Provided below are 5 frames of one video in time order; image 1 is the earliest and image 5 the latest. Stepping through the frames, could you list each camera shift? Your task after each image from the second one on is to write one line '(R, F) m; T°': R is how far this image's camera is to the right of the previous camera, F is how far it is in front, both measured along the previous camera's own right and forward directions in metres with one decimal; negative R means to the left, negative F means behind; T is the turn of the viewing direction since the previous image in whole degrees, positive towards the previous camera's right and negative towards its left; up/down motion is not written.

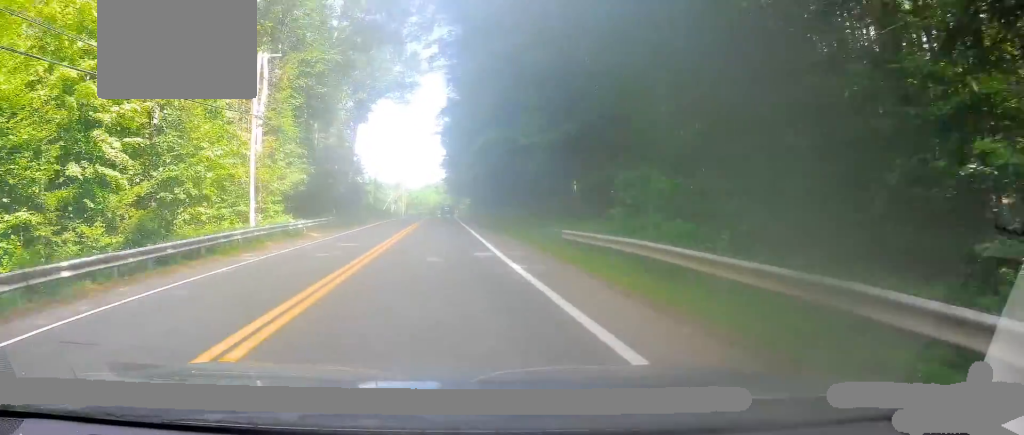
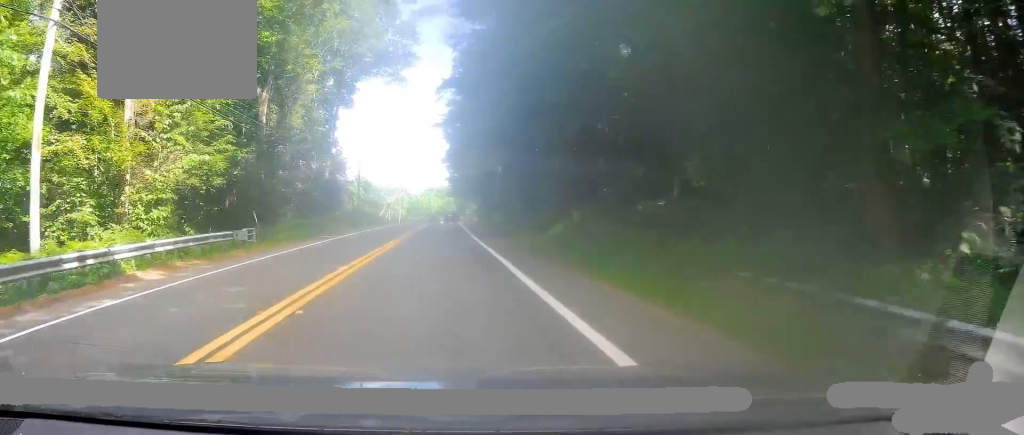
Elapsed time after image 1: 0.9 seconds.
(-0.1, +18.7) m; 0°
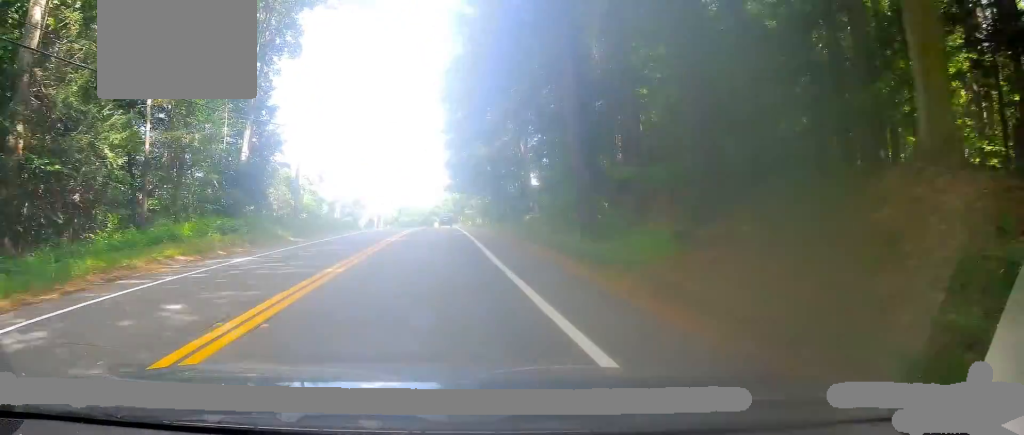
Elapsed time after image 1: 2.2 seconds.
(0.0, +26.3) m; -1°
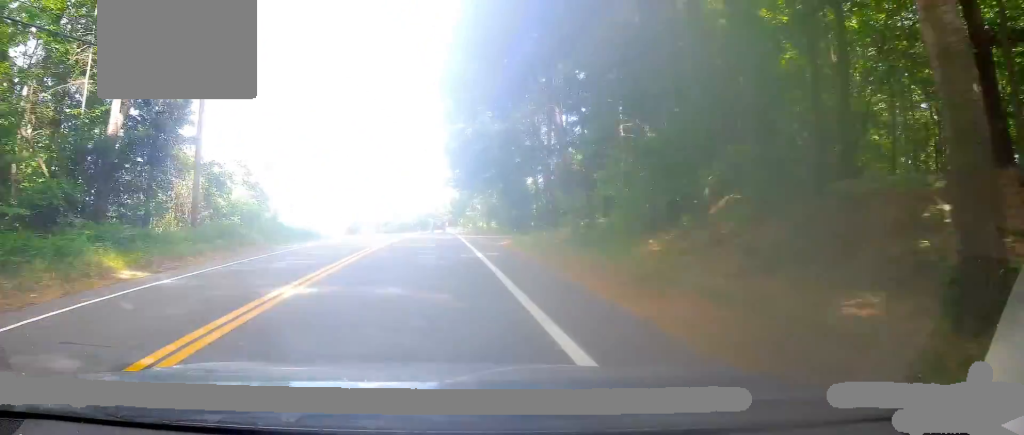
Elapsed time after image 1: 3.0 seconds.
(-0.3, +17.0) m; +1°
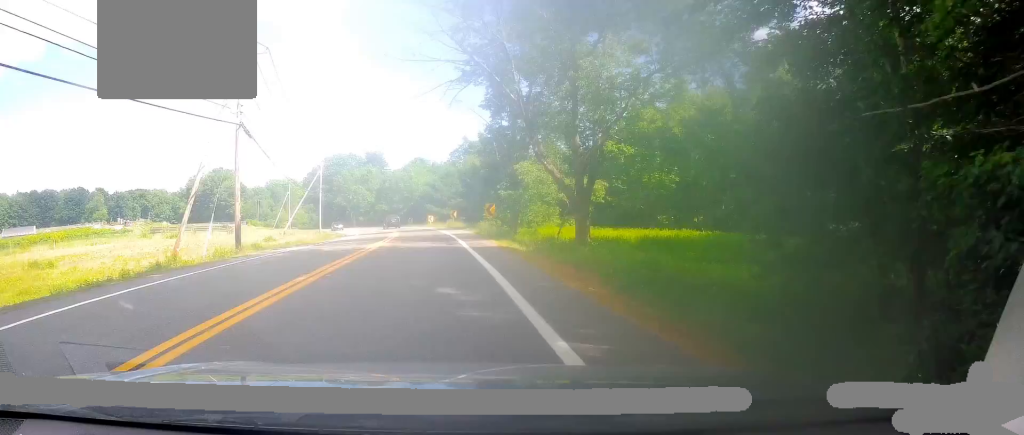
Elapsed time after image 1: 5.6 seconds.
(+0.7, +51.9) m; 0°
